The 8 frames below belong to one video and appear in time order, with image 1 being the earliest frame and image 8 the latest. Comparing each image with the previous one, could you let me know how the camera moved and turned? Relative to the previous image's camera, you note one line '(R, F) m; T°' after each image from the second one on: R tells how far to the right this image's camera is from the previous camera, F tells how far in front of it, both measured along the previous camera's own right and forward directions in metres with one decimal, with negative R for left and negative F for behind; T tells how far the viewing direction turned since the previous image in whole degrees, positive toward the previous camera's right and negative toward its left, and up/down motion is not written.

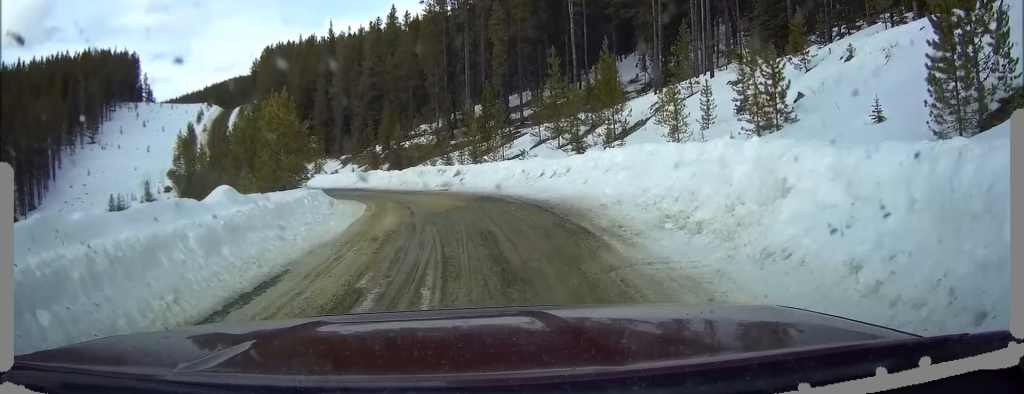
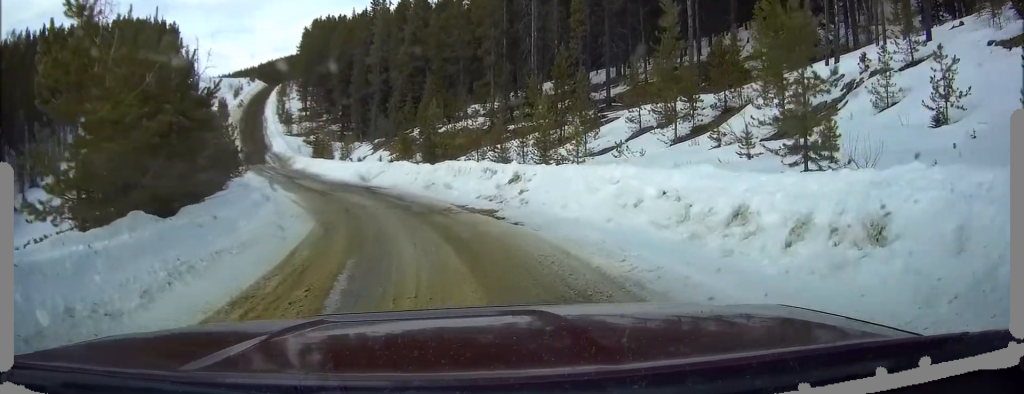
(-0.4, +15.3) m; -10°
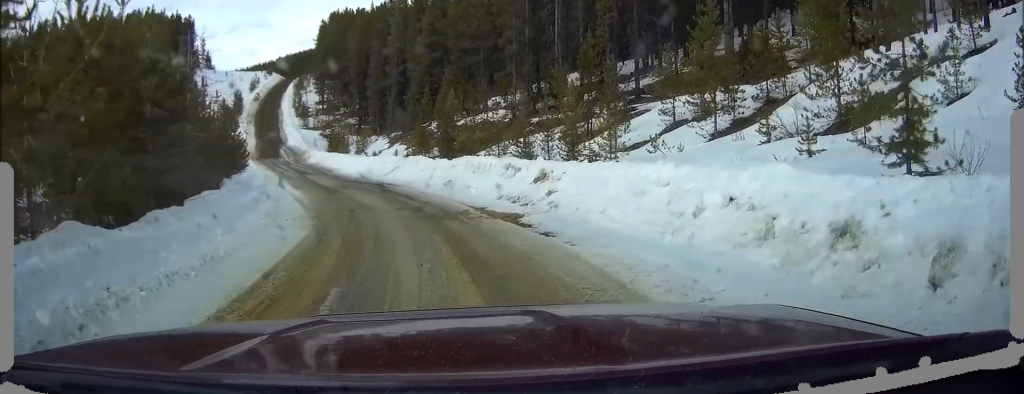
(-0.1, +2.5) m; -3°
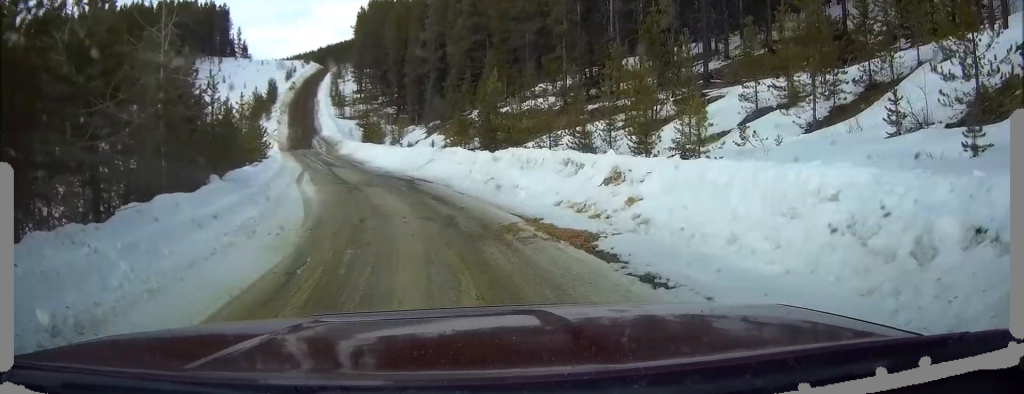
(-0.2, +4.7) m; -6°
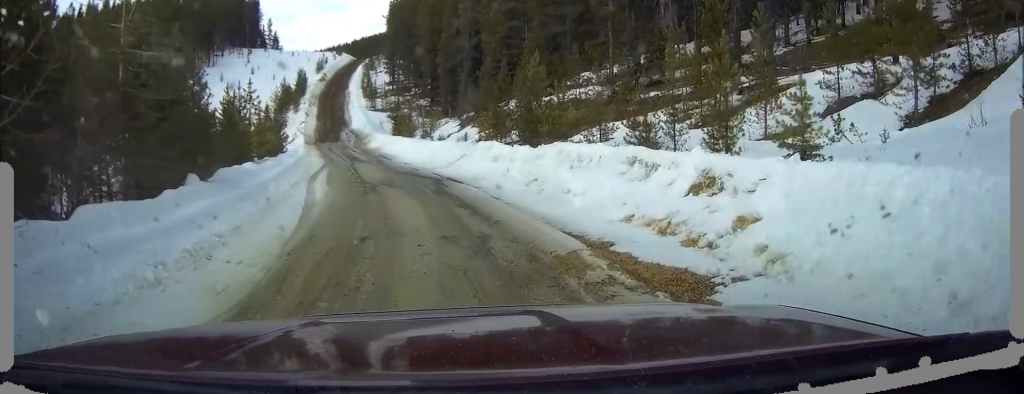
(-0.2, +3.7) m; -3°
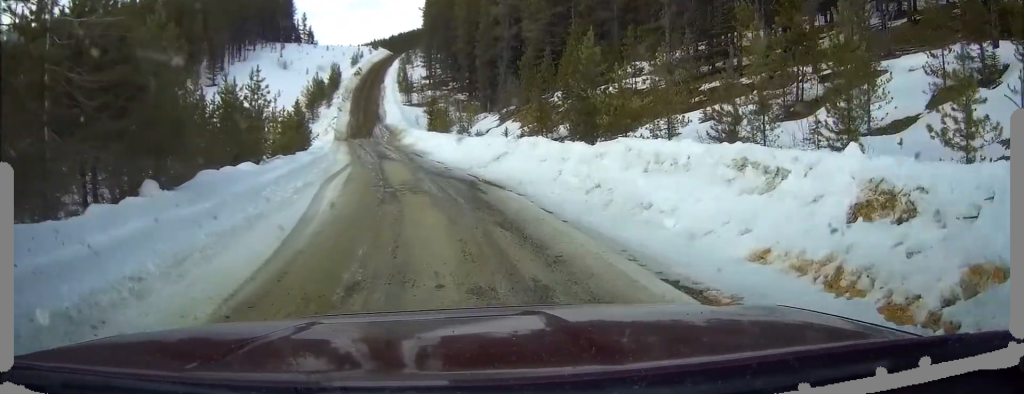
(-0.1, +3.8) m; -3°
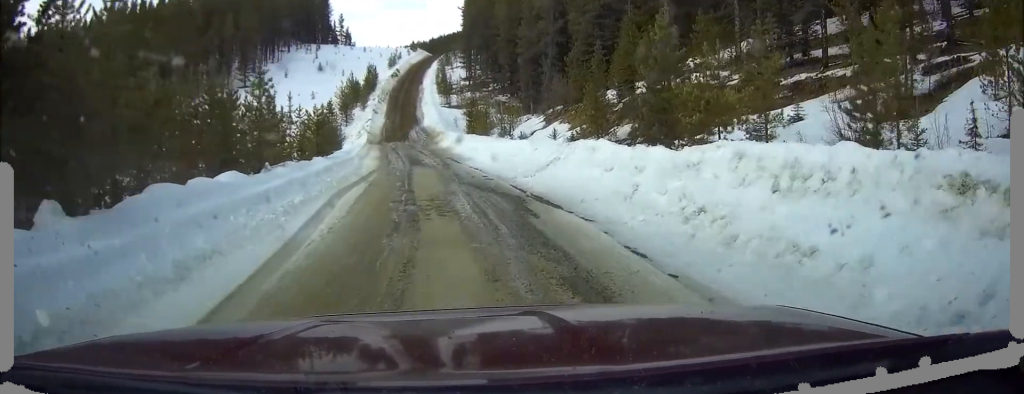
(-0.1, +4.2) m; -2°
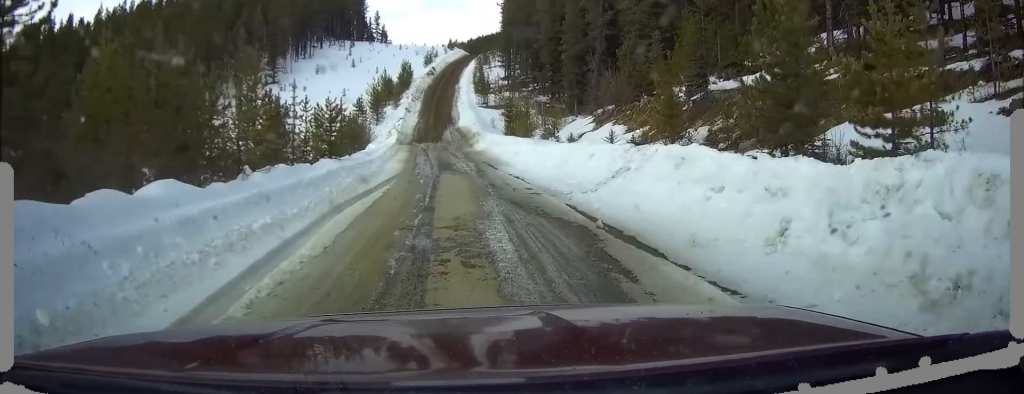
(-0.1, +5.1) m; -2°
